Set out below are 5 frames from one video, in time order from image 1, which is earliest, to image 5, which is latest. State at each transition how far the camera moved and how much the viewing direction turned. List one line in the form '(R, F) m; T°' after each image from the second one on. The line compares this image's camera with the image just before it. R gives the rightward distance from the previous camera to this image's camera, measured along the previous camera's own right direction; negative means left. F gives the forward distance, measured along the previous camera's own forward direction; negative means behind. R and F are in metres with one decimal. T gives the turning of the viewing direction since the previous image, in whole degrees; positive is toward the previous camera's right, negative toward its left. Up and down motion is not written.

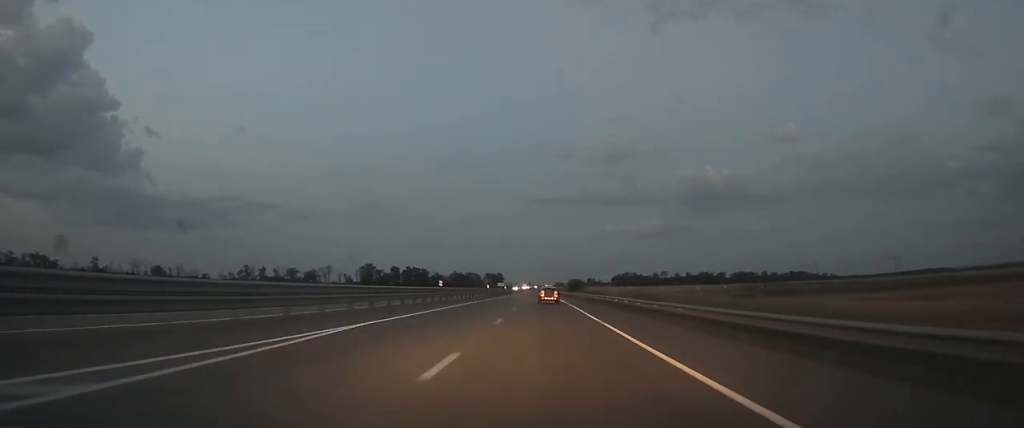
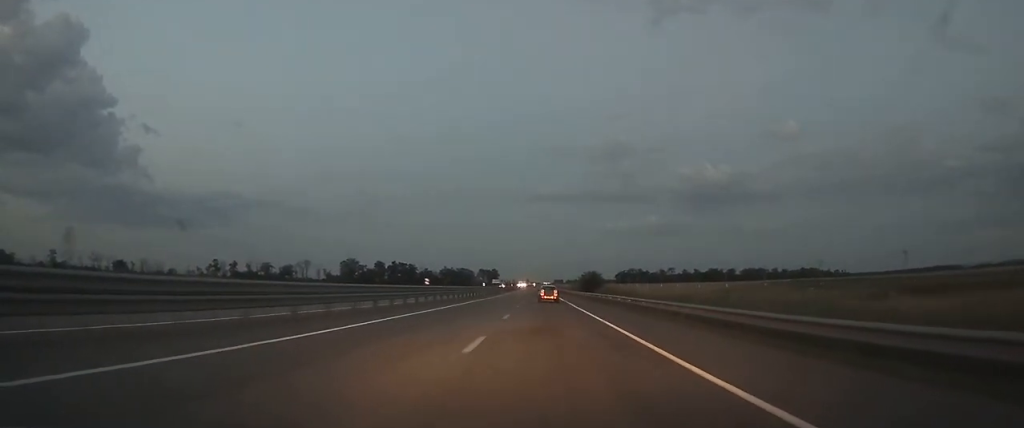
(0.0, +44.4) m; 0°
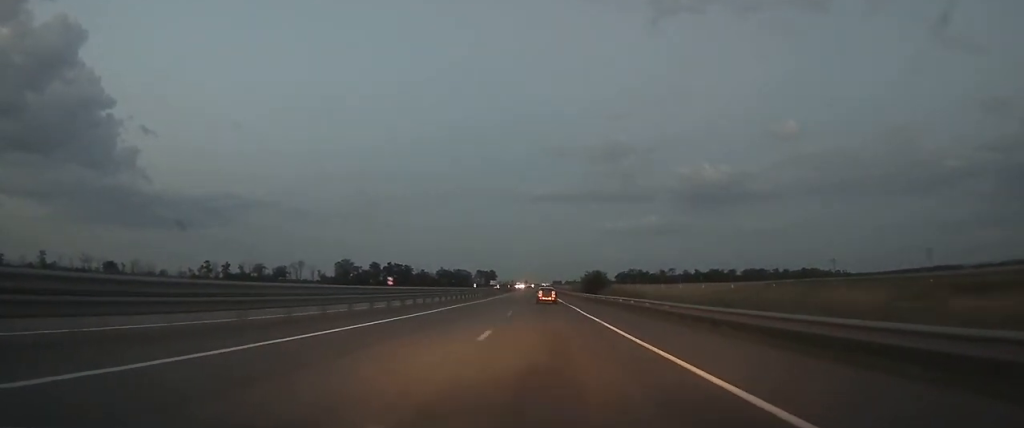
(0.0, +9.2) m; 0°
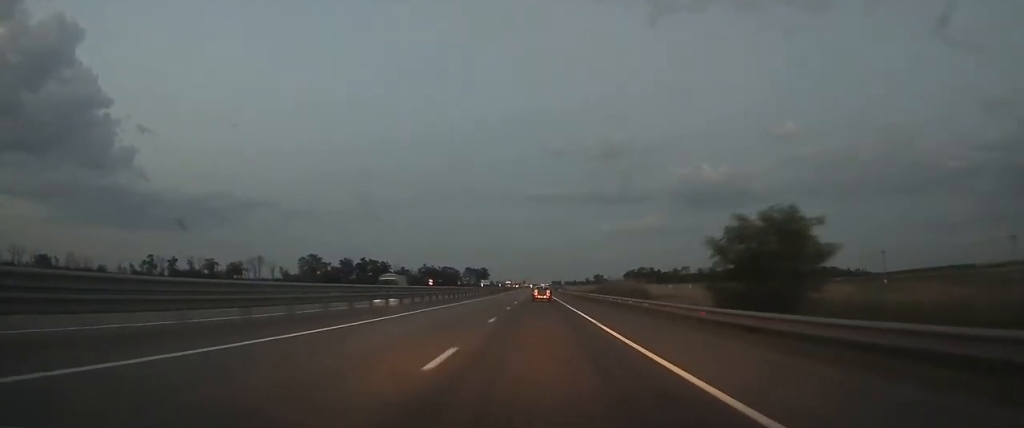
(0.0, +64.7) m; 0°
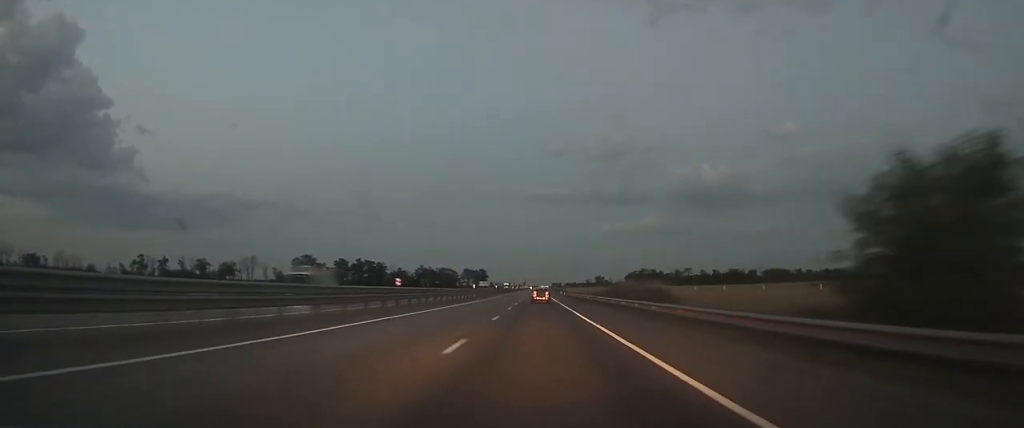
(0.0, +9.7) m; 0°
